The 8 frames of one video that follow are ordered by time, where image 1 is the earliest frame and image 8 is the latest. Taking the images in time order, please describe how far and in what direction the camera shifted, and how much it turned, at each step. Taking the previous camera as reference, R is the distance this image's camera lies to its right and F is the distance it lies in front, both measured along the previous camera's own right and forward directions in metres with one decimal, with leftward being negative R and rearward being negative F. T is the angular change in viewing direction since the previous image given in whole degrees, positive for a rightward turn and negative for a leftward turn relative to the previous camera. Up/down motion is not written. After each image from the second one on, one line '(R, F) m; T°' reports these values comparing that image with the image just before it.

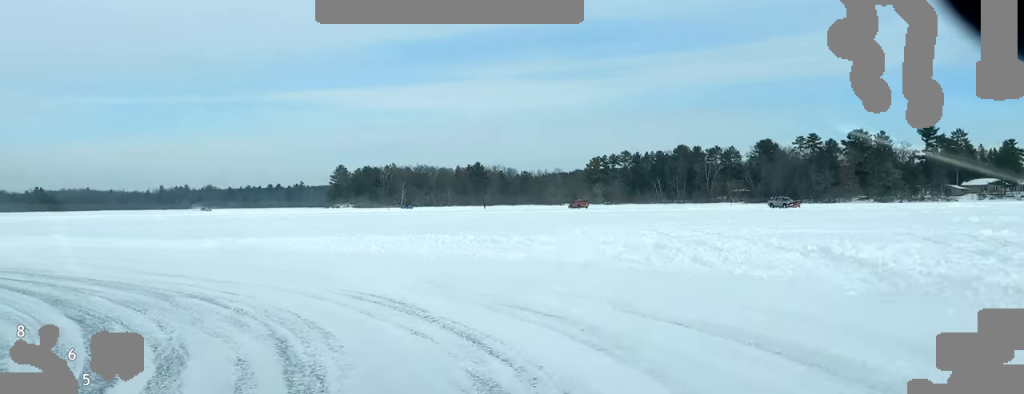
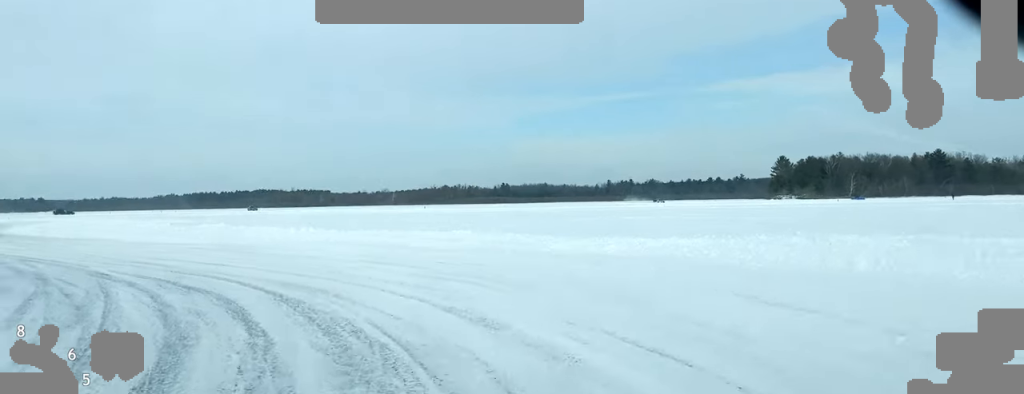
(-2.3, +10.6) m; -23°
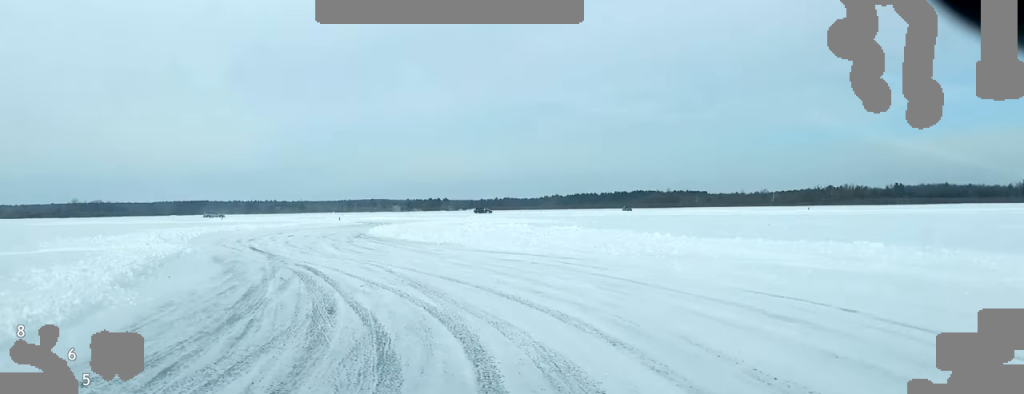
(-1.1, +8.4) m; -14°
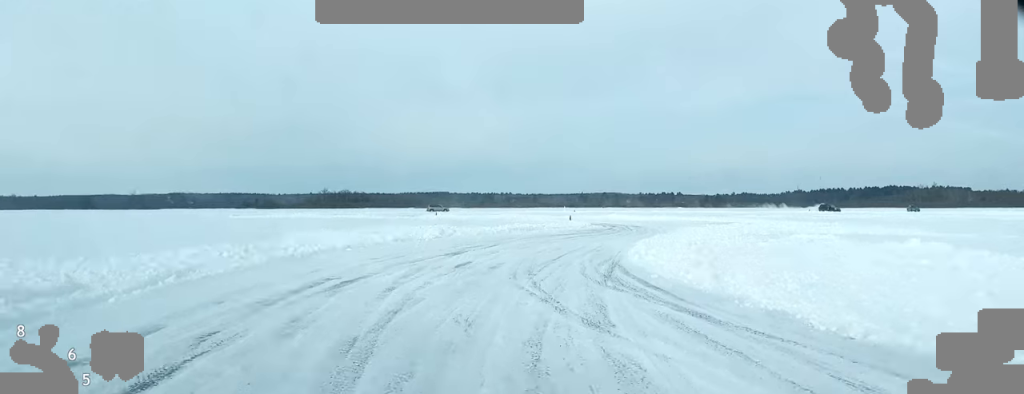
(-6.6, +31.3) m; -12°
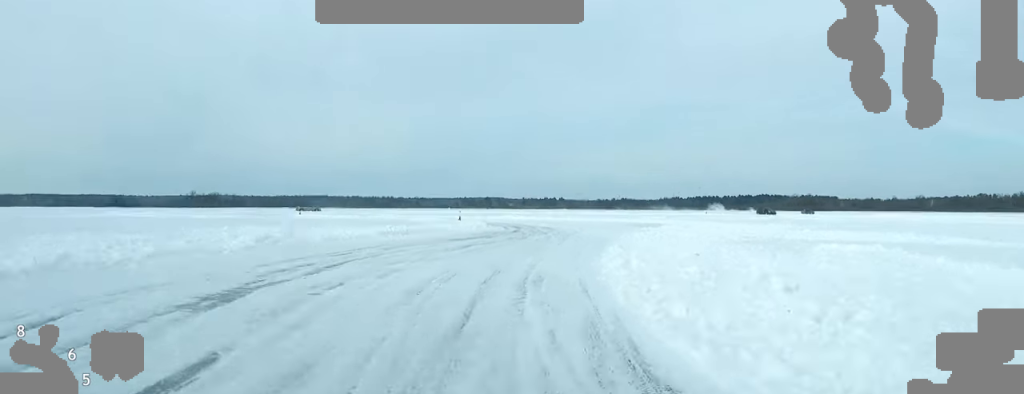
(+0.5, +15.5) m; +5°
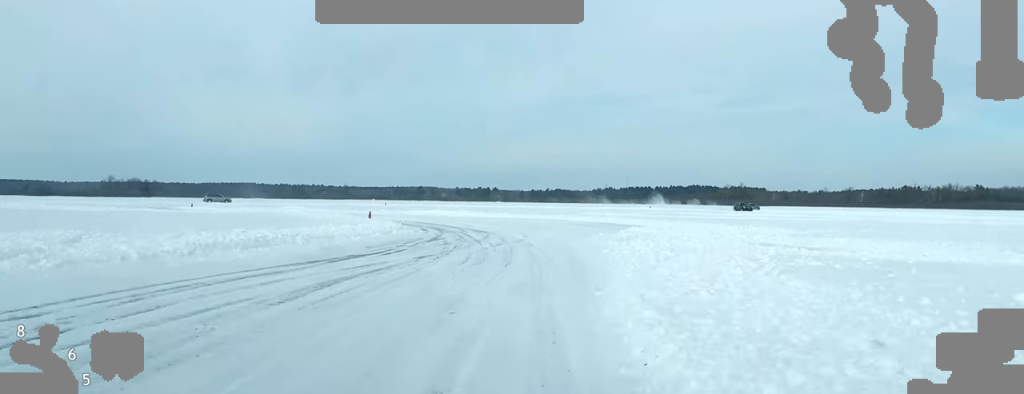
(+0.6, +12.9) m; +3°
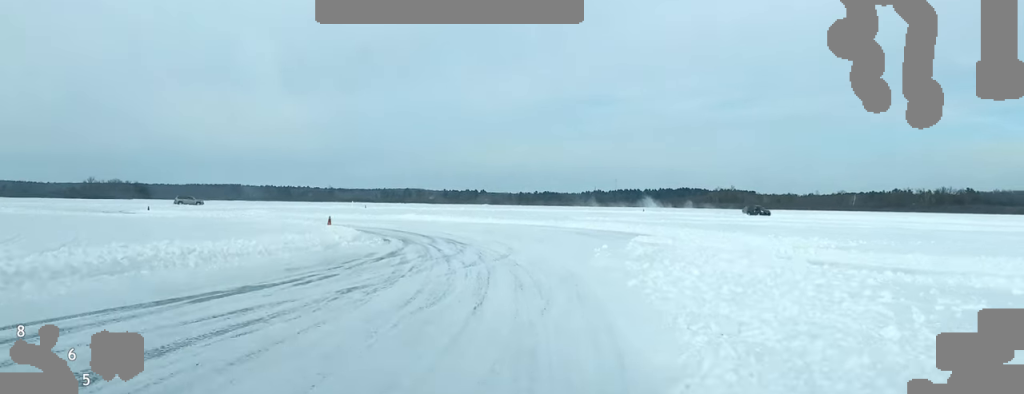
(+0.1, +7.1) m; +1°
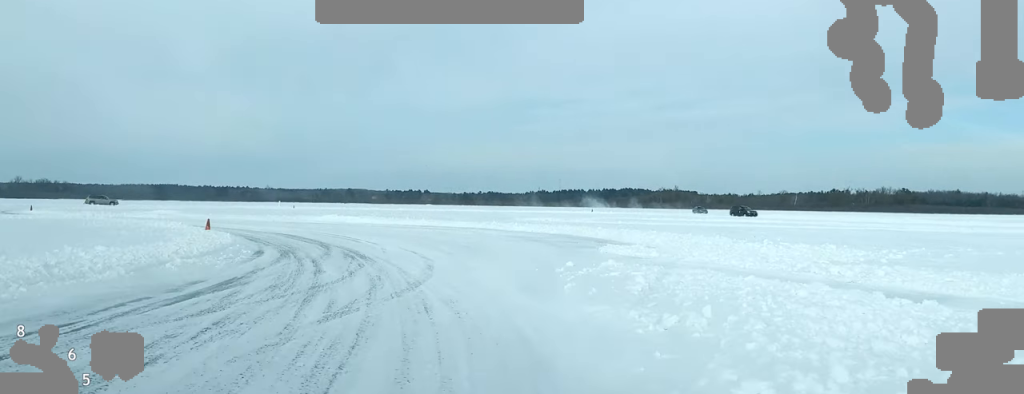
(0.0, +9.5) m; -2°
